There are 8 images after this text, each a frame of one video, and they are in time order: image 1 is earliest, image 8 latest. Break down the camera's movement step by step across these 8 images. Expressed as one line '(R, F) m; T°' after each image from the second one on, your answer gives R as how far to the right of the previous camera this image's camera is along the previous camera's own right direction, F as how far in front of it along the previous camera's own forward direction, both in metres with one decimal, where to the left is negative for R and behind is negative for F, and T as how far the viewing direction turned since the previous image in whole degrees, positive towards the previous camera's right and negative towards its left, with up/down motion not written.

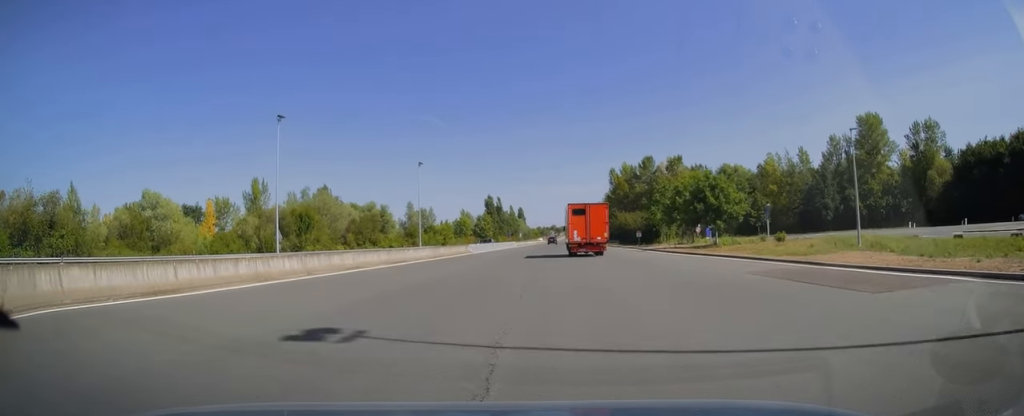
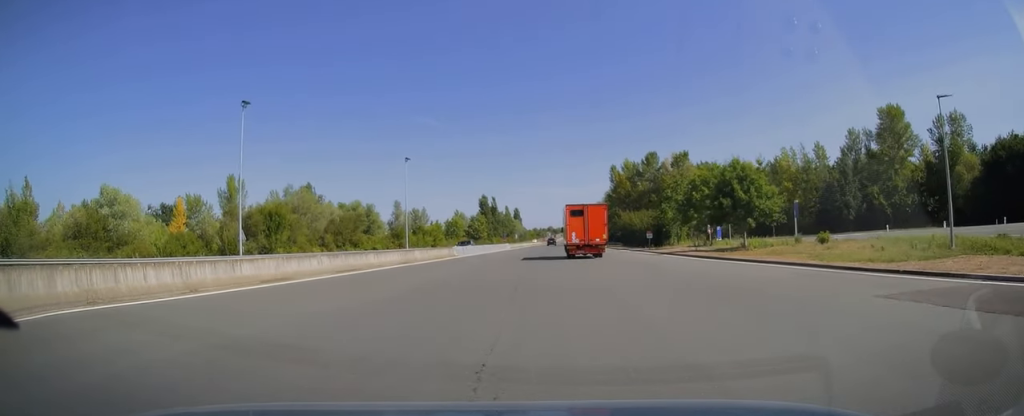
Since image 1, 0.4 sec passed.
(0.0, +8.3) m; 0°
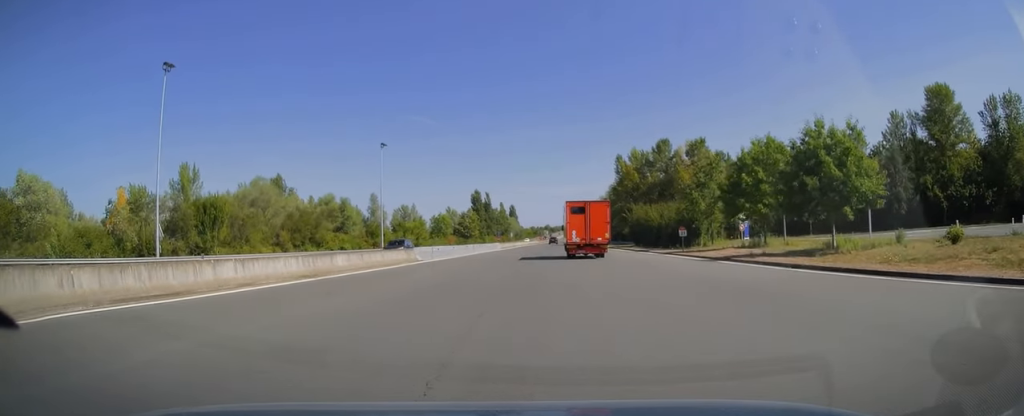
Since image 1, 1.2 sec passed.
(+0.1, +14.2) m; +1°
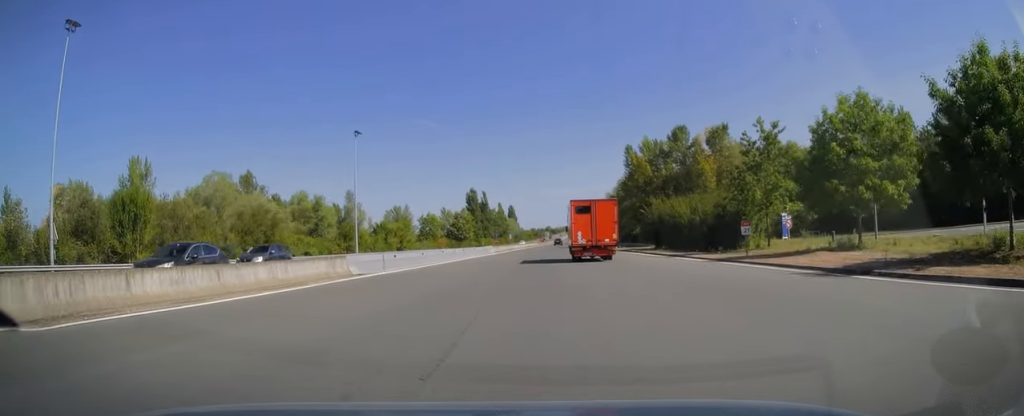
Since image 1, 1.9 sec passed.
(+0.1, +13.1) m; 0°
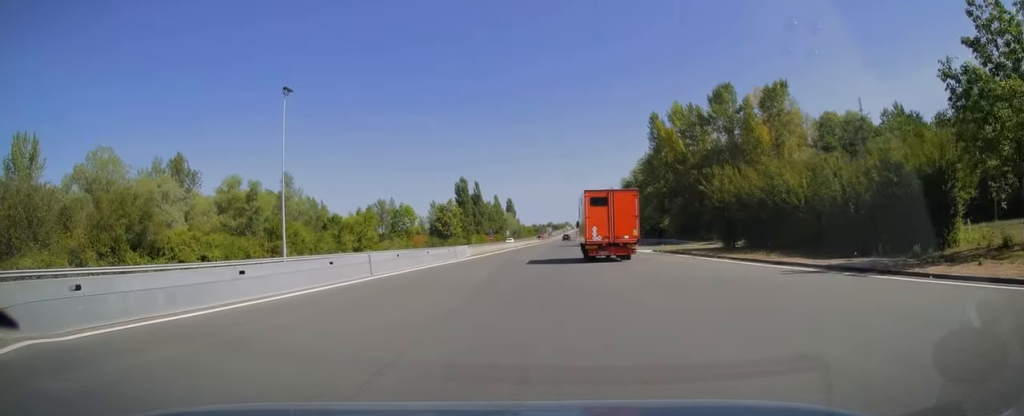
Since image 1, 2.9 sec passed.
(0.0, +23.1) m; 0°
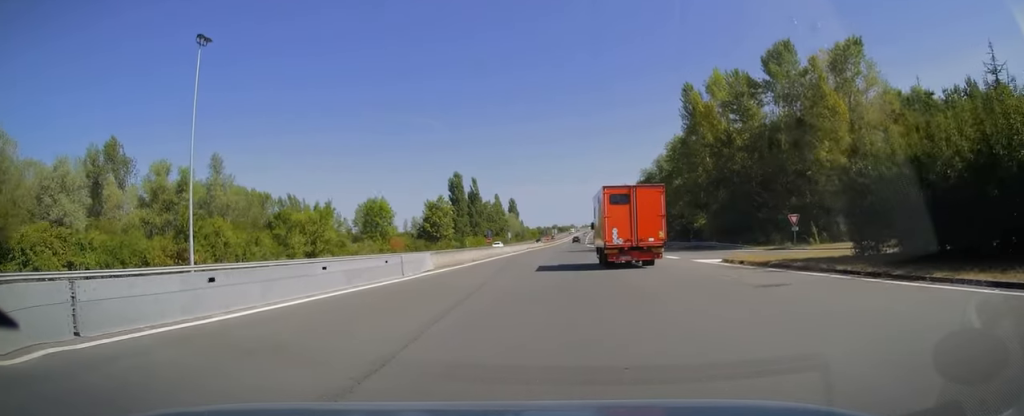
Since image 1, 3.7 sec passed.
(0.0, +17.0) m; 0°
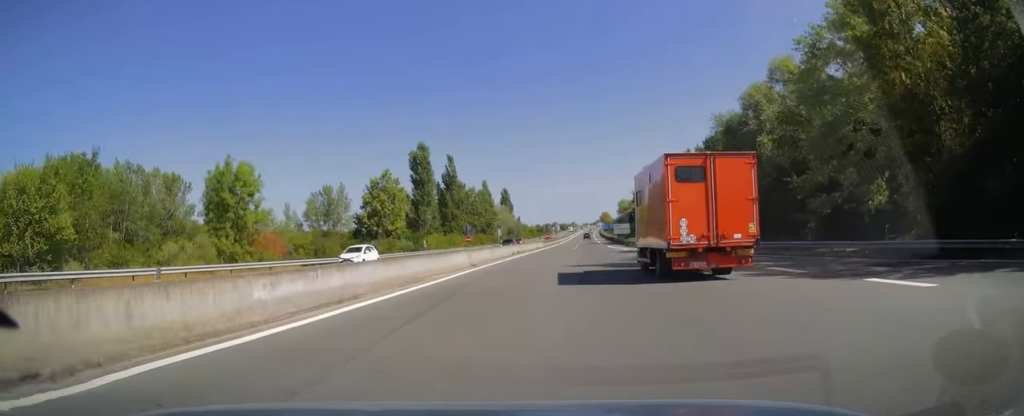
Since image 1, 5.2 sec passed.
(-0.2, +37.3) m; 0°
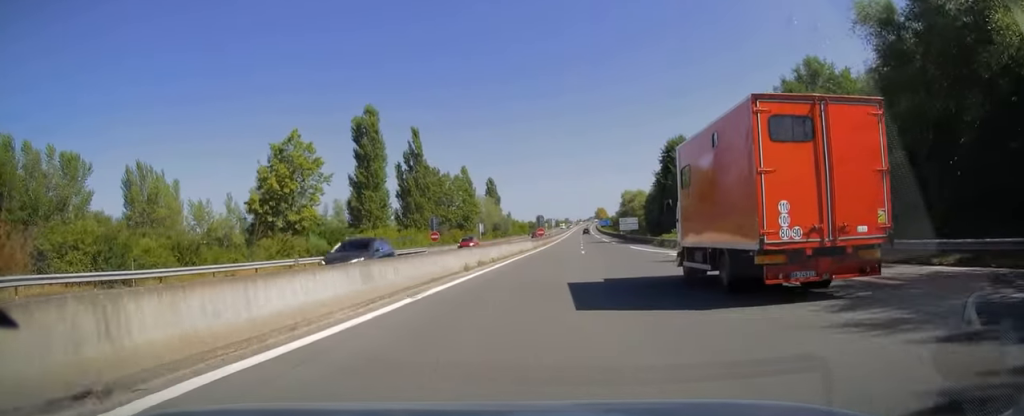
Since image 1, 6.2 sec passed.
(0.0, +25.2) m; 0°
